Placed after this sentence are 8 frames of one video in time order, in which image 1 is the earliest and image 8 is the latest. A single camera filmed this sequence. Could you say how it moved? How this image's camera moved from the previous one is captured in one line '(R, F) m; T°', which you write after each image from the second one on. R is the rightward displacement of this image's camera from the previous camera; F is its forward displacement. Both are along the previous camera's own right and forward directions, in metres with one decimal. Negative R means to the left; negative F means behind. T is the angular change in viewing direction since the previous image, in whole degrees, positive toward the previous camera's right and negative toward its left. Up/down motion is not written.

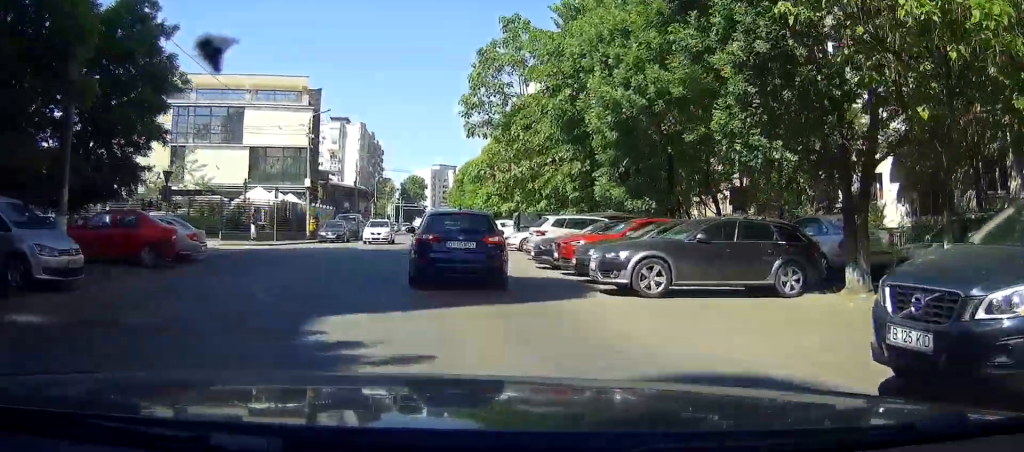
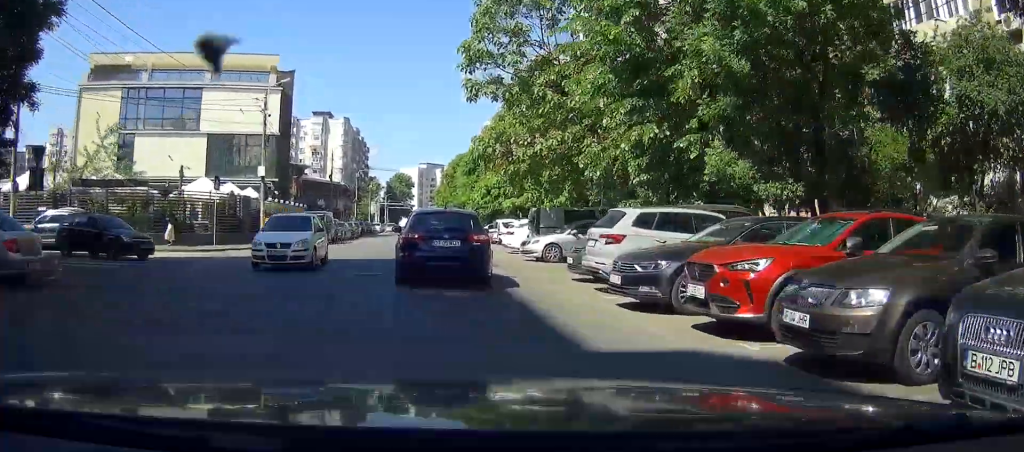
(+0.1, +10.0) m; +2°
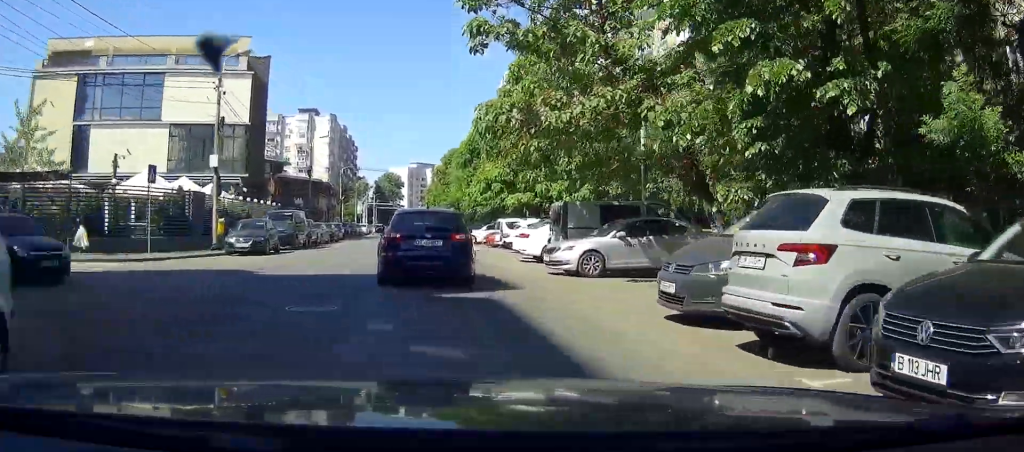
(+0.1, +7.2) m; 0°
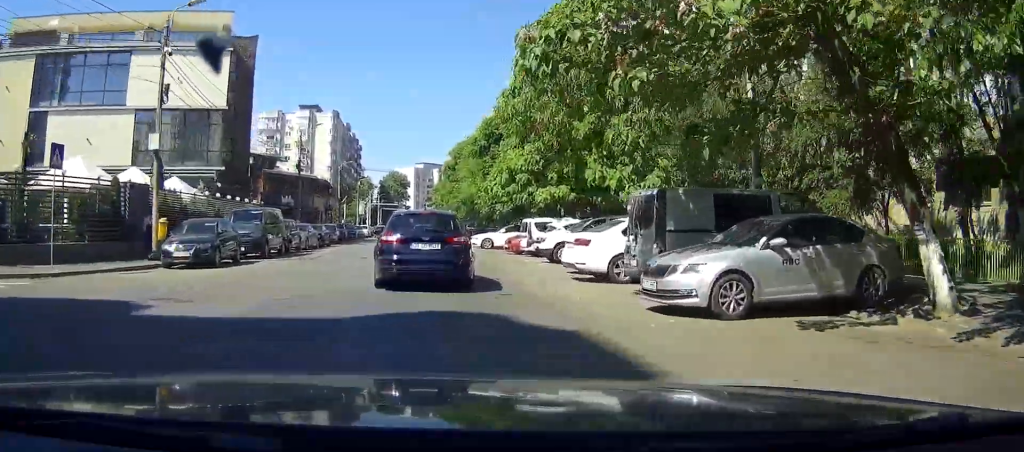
(+0.1, +7.9) m; 0°
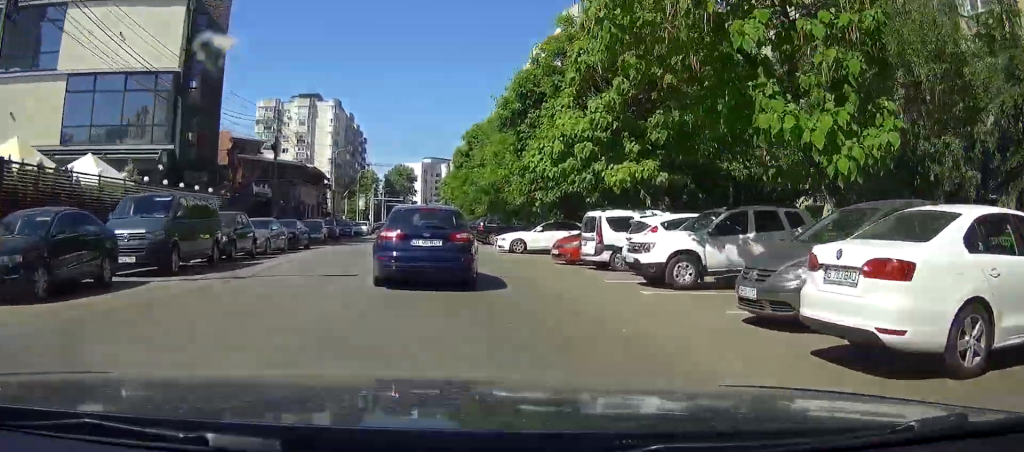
(-0.1, +10.8) m; 0°
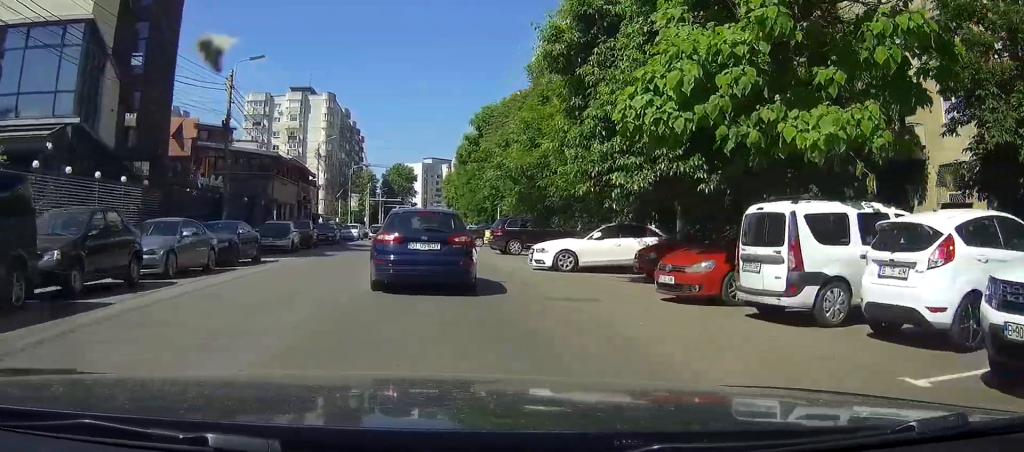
(+0.1, +10.2) m; 0°
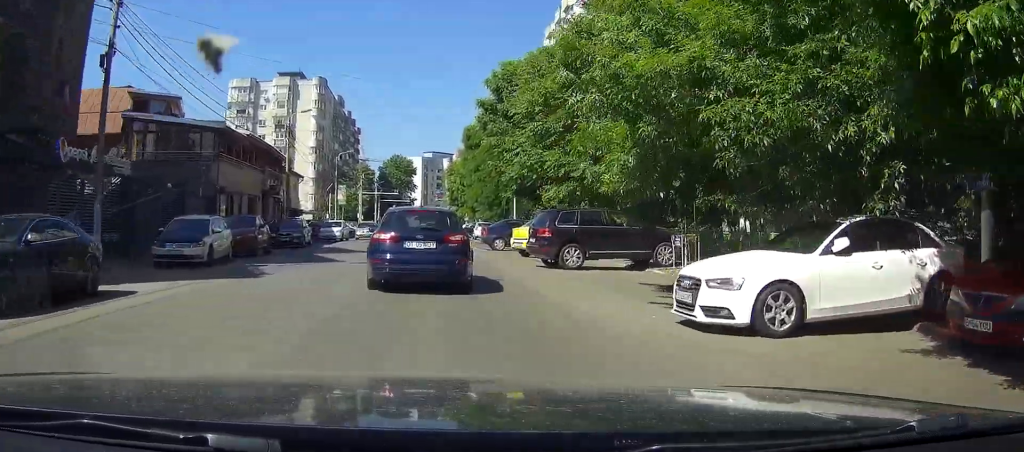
(-0.2, +12.5) m; -2°
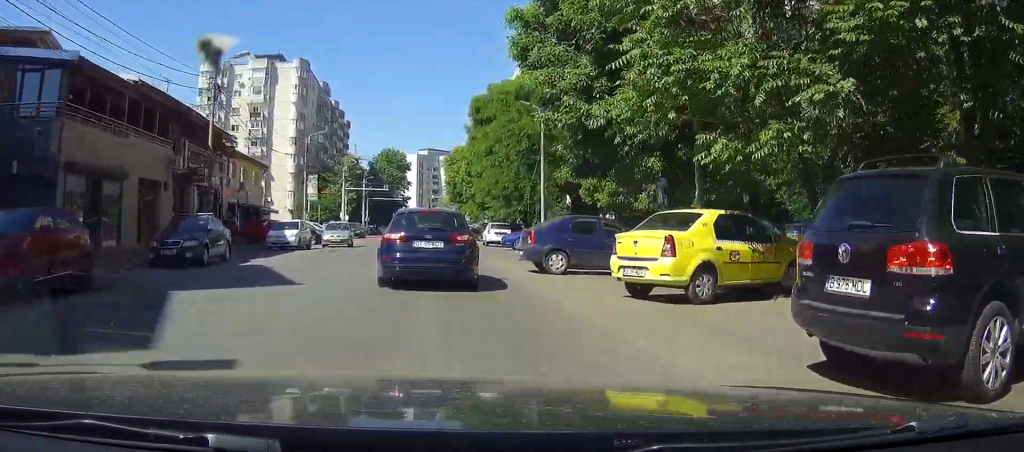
(-0.3, +15.6) m; +1°
